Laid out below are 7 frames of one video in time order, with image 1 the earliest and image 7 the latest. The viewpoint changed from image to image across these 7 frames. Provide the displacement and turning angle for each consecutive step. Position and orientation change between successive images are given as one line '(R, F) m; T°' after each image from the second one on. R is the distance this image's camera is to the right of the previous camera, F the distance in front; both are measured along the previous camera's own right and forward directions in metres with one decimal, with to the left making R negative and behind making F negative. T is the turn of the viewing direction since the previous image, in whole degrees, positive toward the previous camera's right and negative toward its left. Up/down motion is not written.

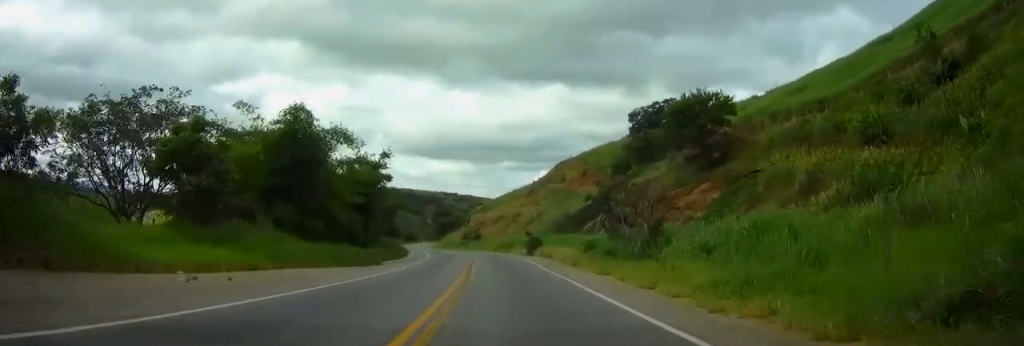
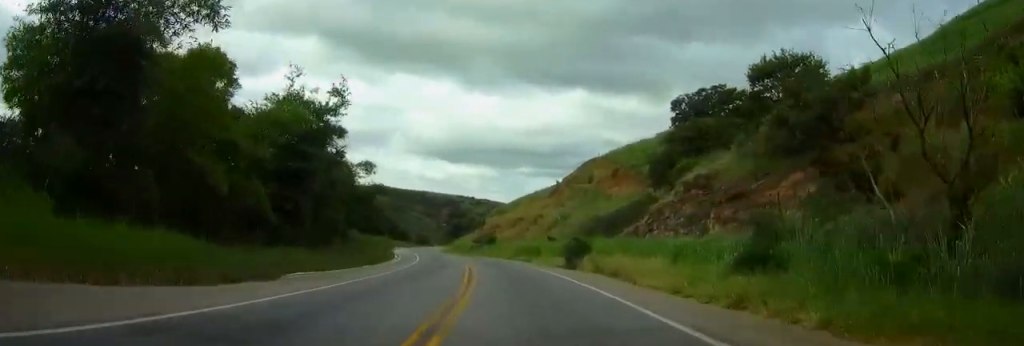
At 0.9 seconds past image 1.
(-0.4, +24.8) m; -2°
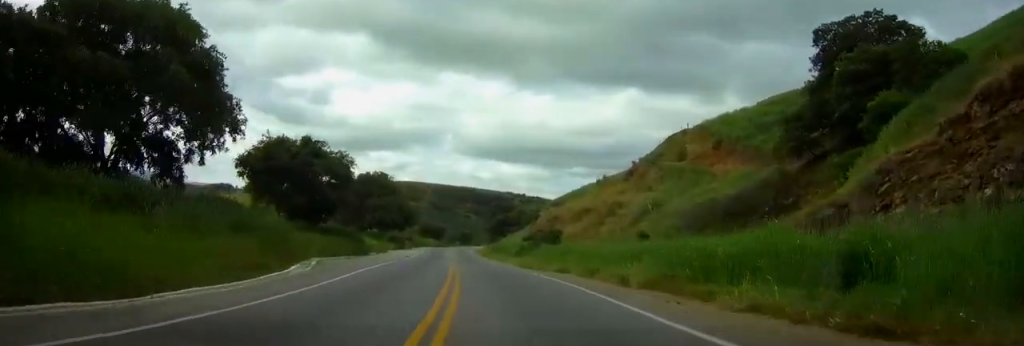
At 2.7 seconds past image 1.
(-1.2, +50.6) m; -3°
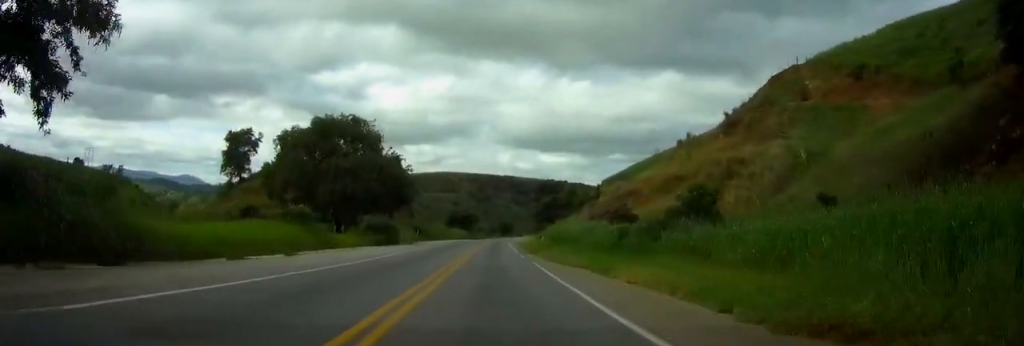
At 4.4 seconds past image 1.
(-1.7, +45.5) m; -3°
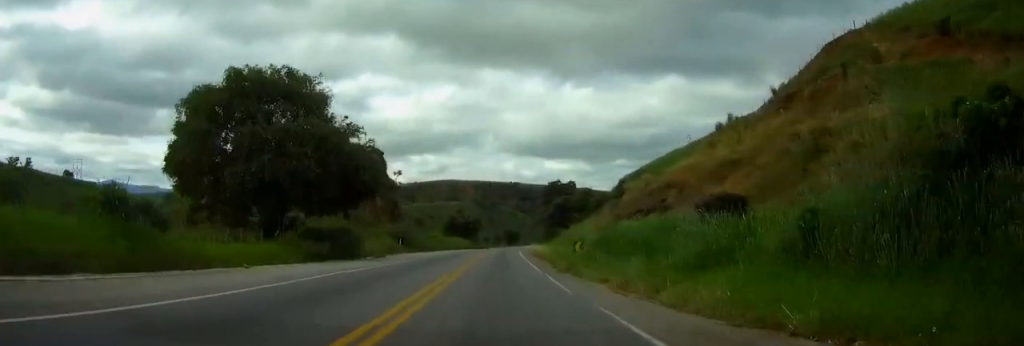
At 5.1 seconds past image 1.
(-0.1, +21.5) m; 0°
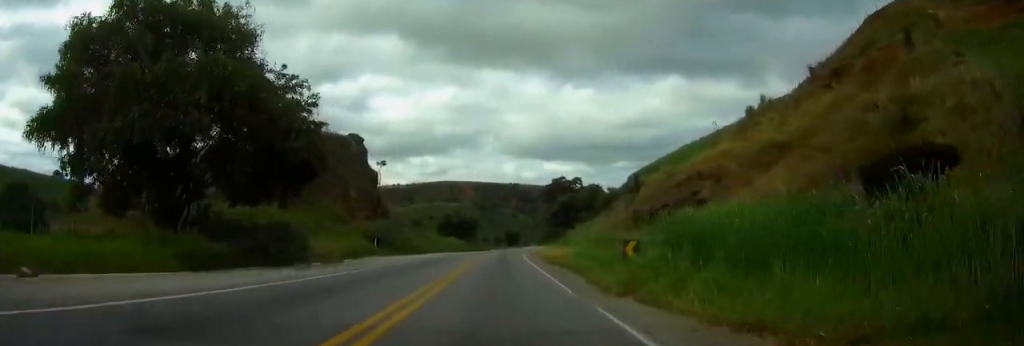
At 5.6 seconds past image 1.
(0.0, +14.1) m; 0°
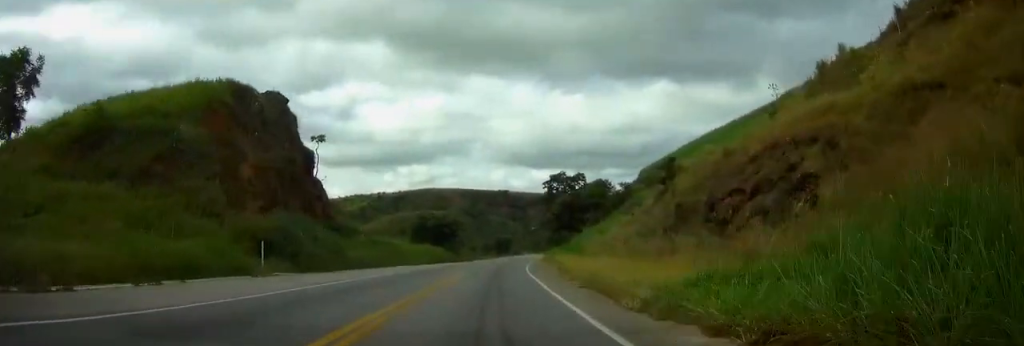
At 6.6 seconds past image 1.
(+0.1, +26.4) m; +1°
